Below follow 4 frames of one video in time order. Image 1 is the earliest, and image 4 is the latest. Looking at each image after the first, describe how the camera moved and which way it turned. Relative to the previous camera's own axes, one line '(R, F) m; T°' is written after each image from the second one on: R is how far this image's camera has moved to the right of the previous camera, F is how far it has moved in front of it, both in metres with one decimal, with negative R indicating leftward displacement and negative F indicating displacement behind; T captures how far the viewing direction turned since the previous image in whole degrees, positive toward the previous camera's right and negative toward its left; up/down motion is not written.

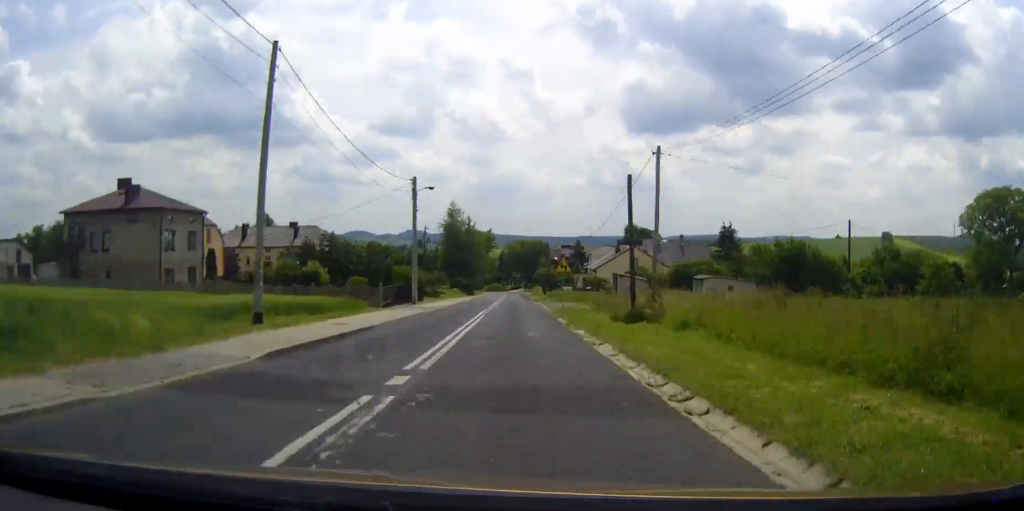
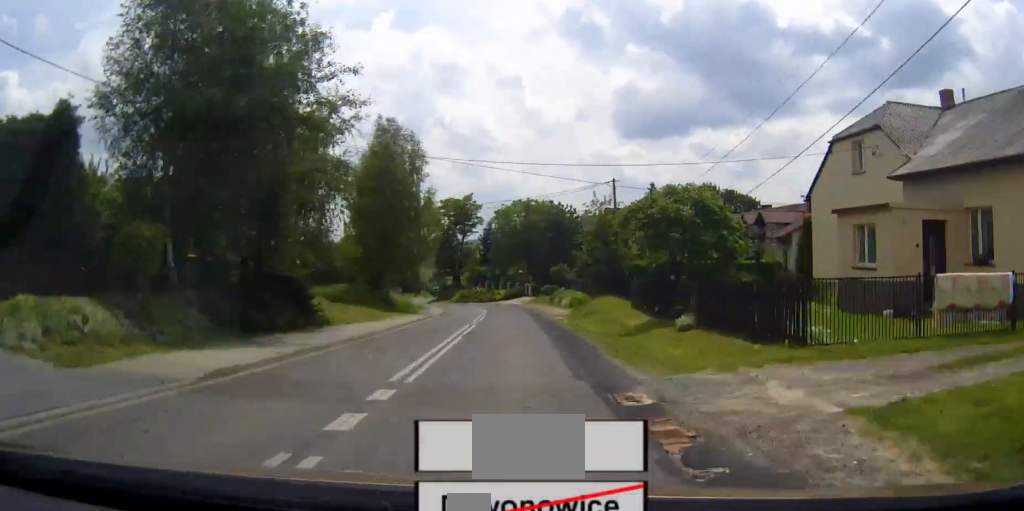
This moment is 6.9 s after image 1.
(-0.1, +95.6) m; -1°
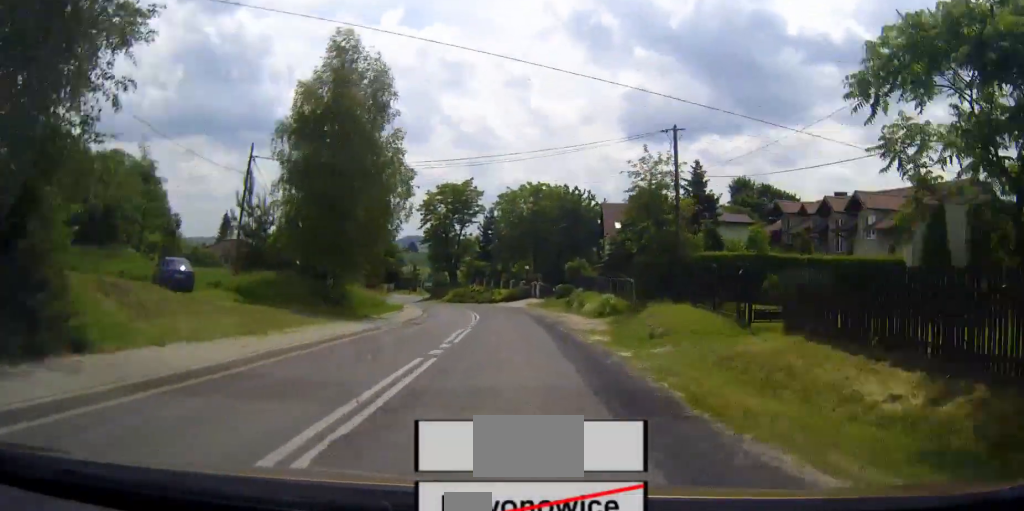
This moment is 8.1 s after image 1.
(+0.2, +16.3) m; -1°
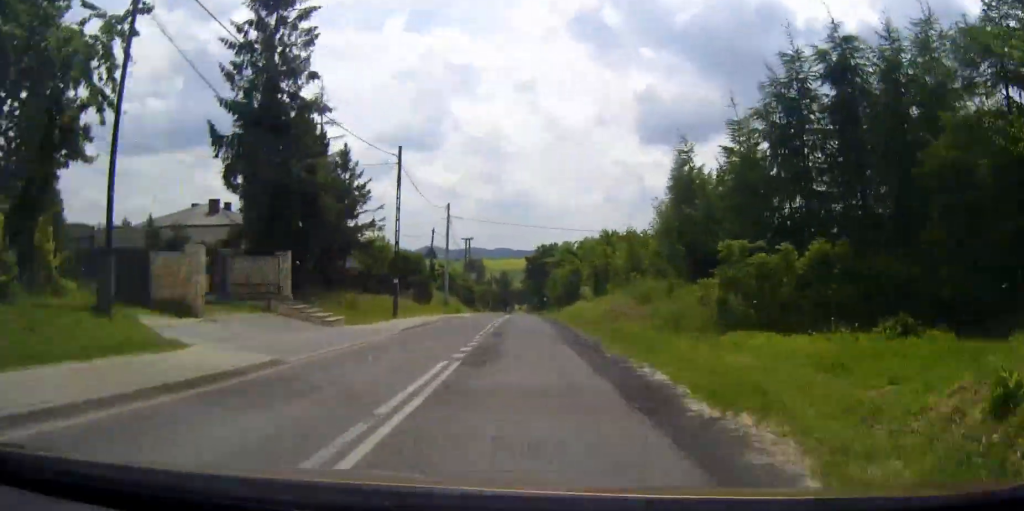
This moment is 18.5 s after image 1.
(-11.4, +137.9) m; 0°
